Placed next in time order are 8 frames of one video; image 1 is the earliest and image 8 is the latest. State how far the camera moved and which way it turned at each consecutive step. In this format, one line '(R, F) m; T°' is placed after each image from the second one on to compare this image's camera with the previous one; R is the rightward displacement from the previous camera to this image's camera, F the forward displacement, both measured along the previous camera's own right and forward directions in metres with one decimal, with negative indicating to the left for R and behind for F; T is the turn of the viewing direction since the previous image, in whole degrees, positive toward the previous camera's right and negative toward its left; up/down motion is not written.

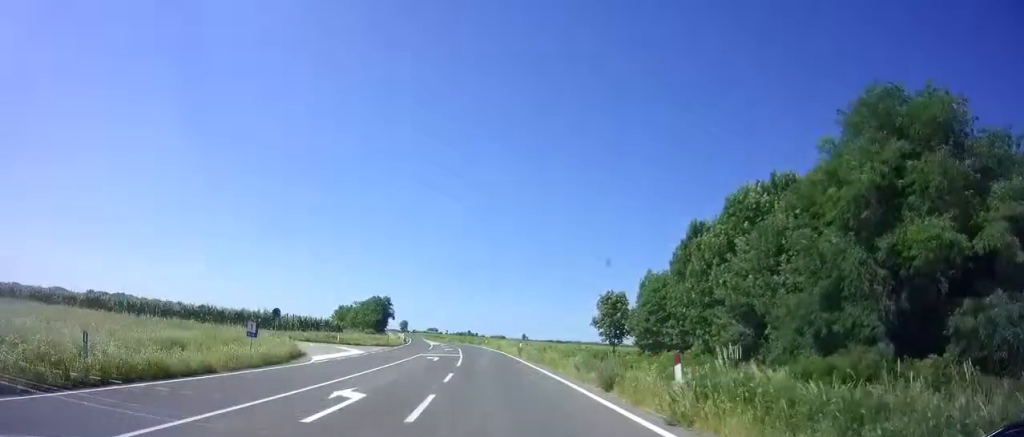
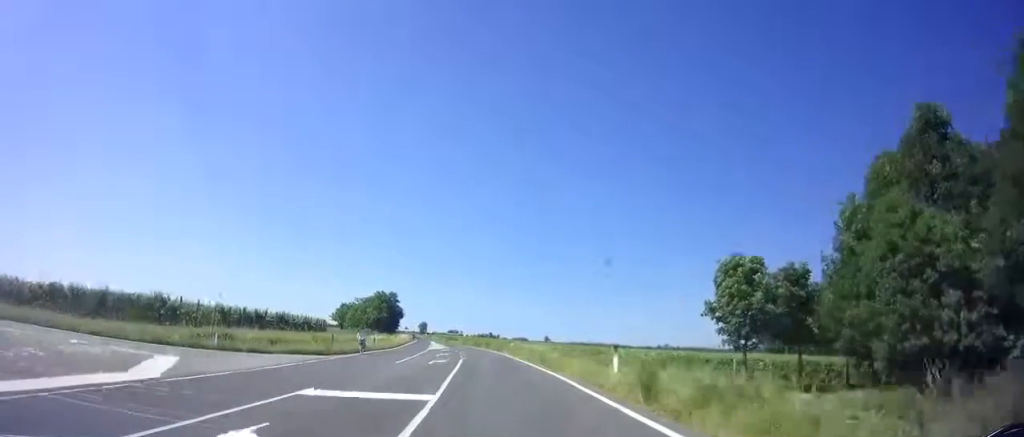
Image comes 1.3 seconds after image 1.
(-0.4, +26.2) m; -2°
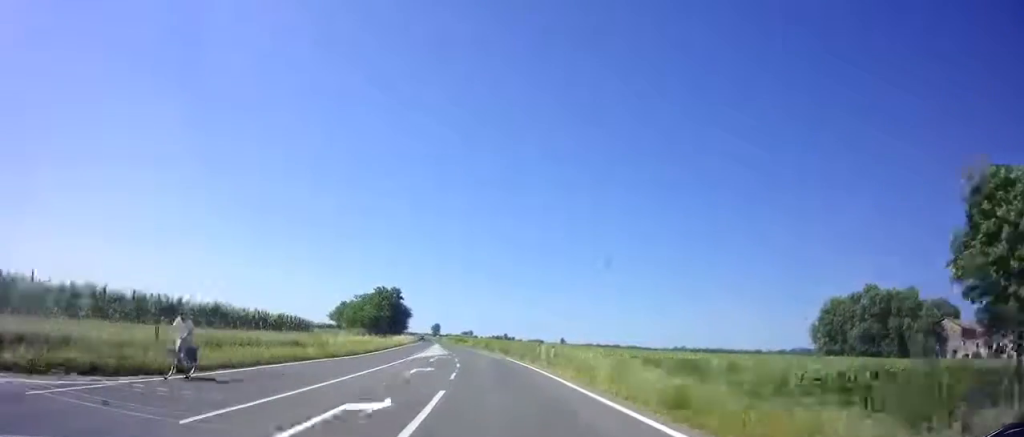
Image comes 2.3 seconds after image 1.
(-0.4, +19.5) m; -2°
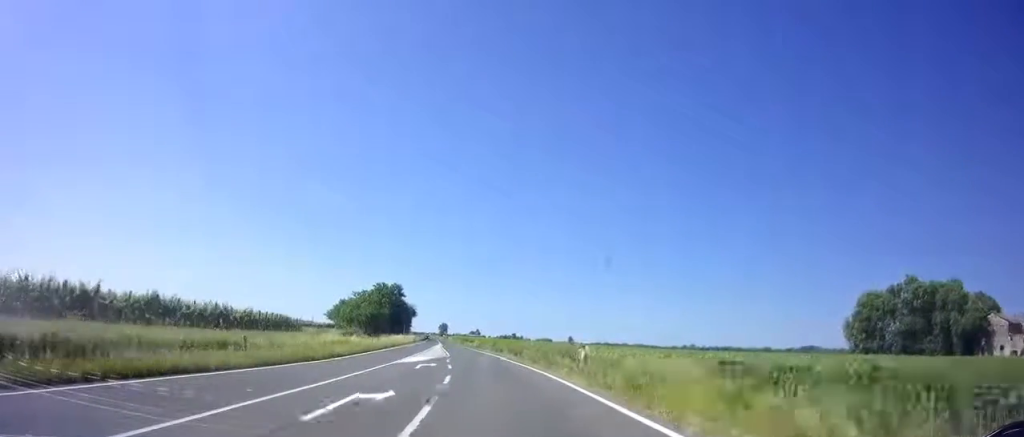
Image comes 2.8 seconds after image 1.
(0.0, +10.0) m; -1°
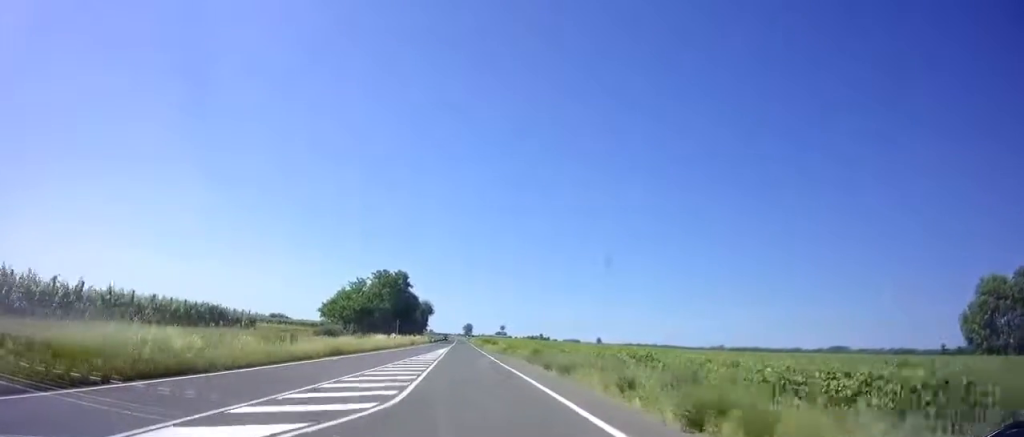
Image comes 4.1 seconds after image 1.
(-0.5, +26.8) m; -2°
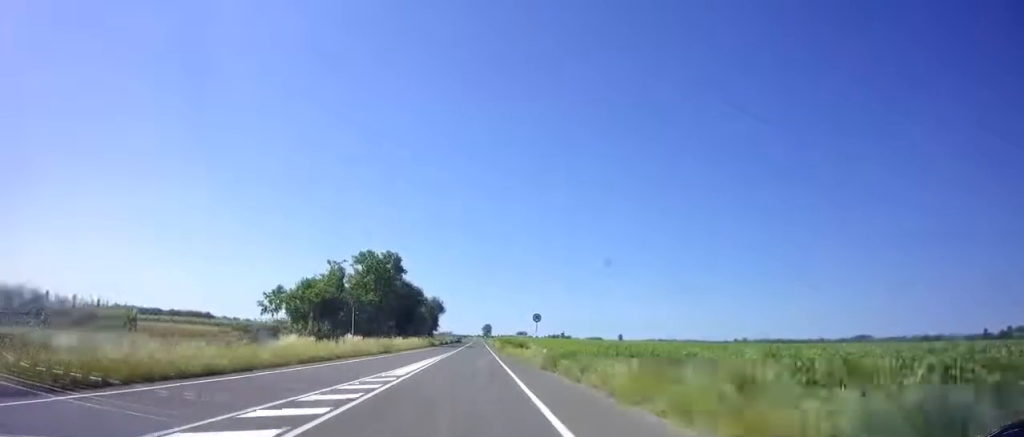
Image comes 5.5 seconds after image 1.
(-0.5, +27.4) m; -2°
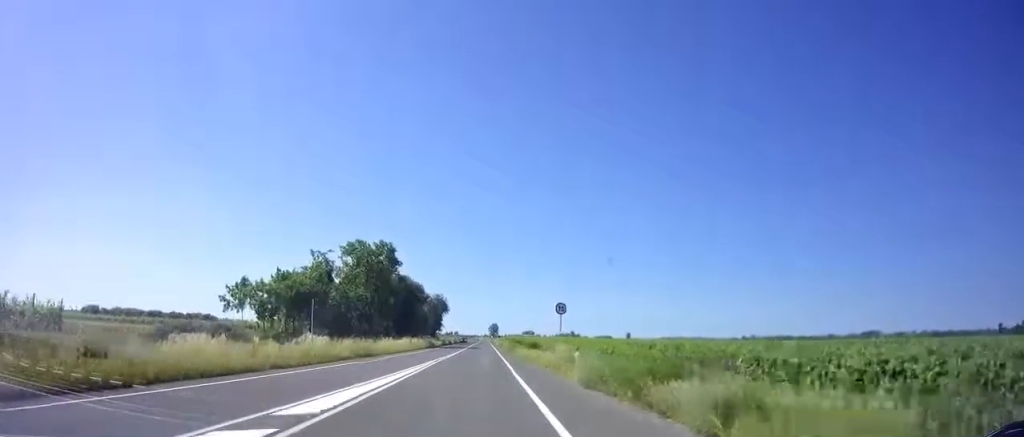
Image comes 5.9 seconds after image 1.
(0.0, +9.3) m; 0°
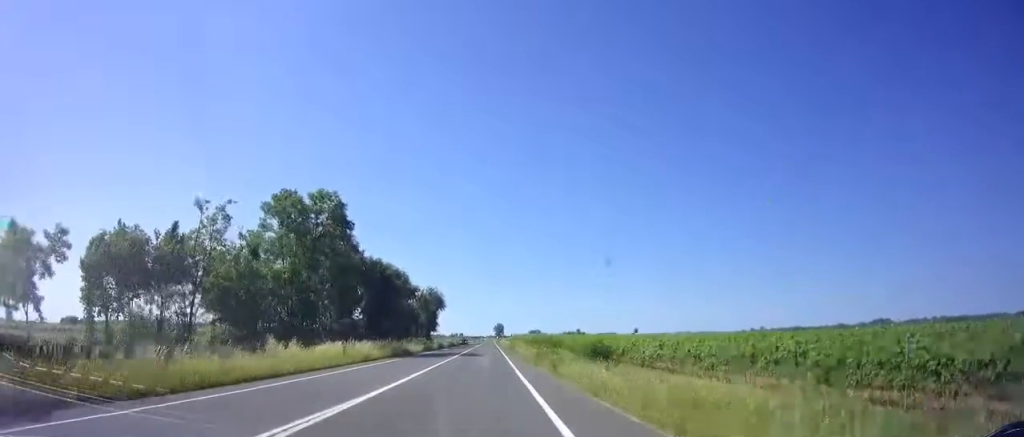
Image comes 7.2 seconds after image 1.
(0.0, +26.0) m; 0°
